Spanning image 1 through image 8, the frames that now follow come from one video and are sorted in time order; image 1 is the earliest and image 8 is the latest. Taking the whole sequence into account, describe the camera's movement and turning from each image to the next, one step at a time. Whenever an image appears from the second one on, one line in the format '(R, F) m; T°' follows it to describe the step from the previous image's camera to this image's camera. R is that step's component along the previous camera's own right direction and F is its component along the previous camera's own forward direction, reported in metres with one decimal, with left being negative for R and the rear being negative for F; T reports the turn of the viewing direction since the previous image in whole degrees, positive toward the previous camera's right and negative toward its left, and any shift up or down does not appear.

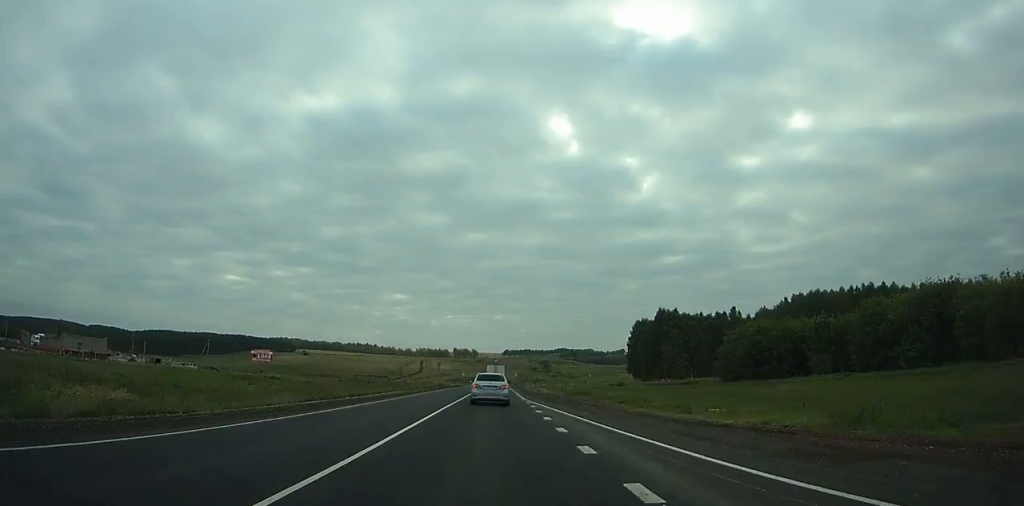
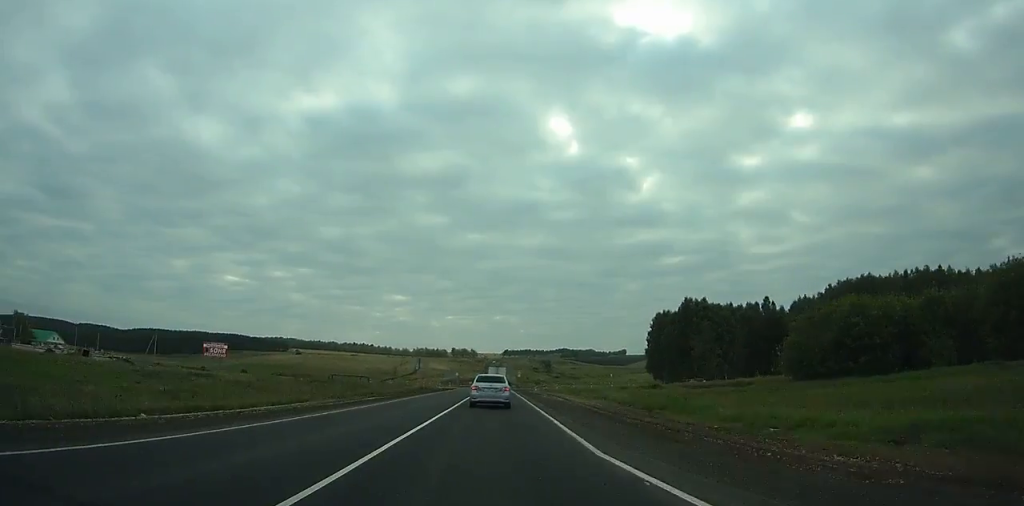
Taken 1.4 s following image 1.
(-0.1, +25.3) m; 0°
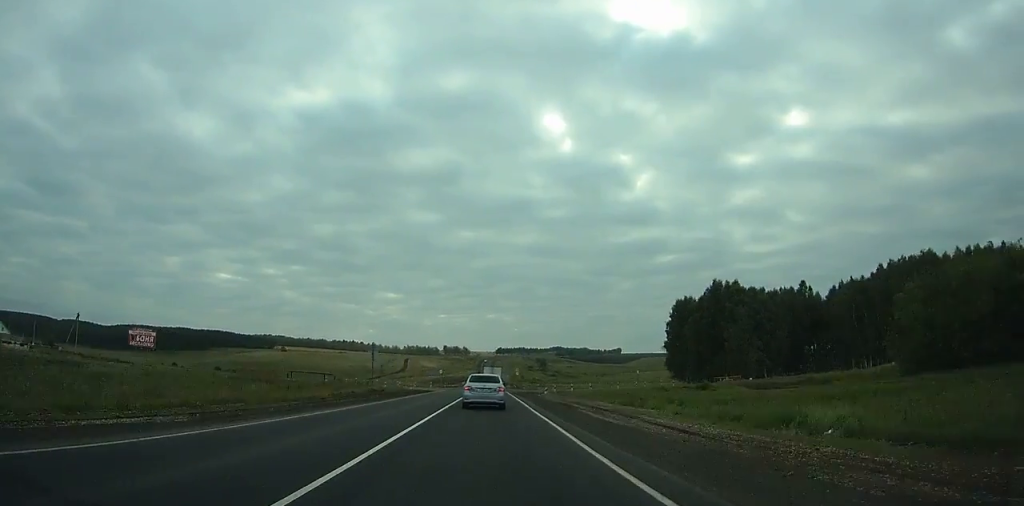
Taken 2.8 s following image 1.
(-0.1, +25.2) m; 0°
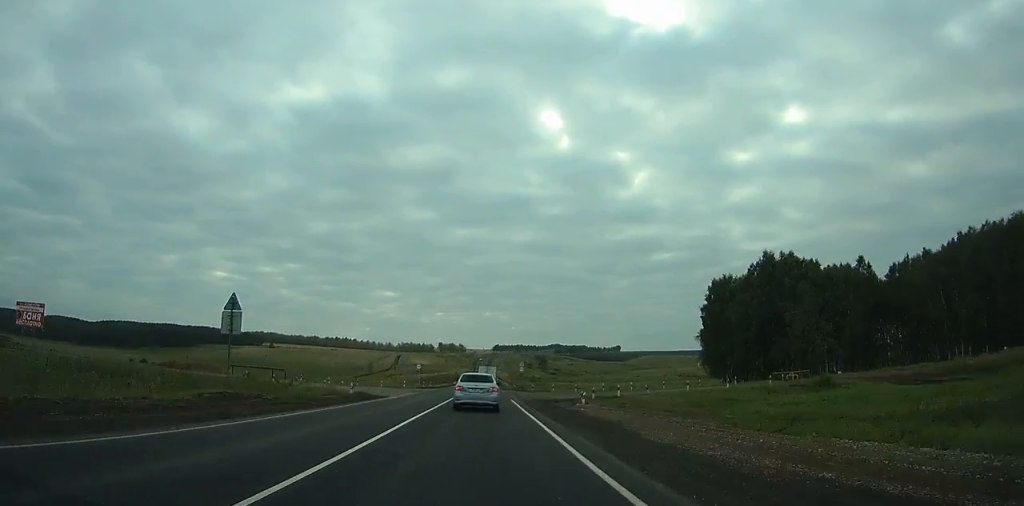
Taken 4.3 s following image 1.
(+0.1, +26.3) m; 0°
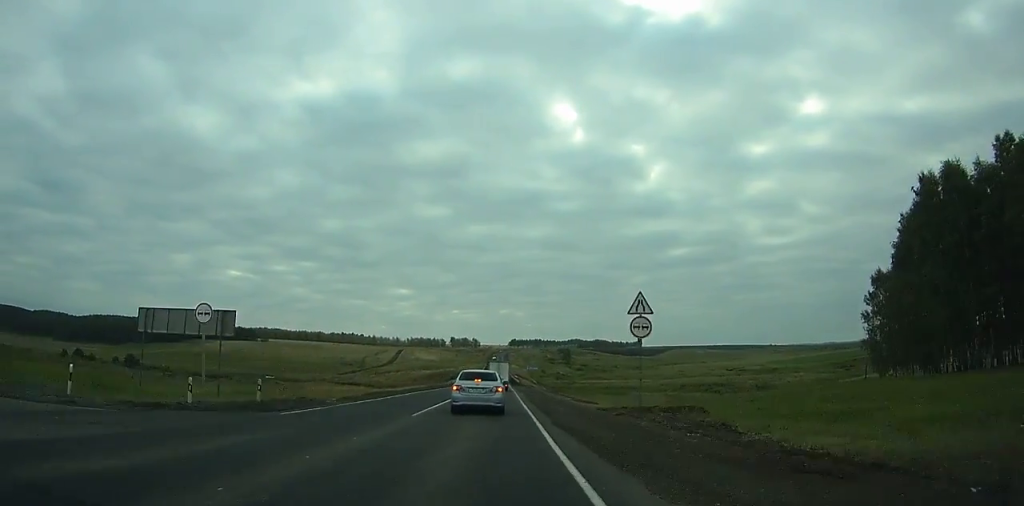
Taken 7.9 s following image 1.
(+0.2, +60.7) m; 0°
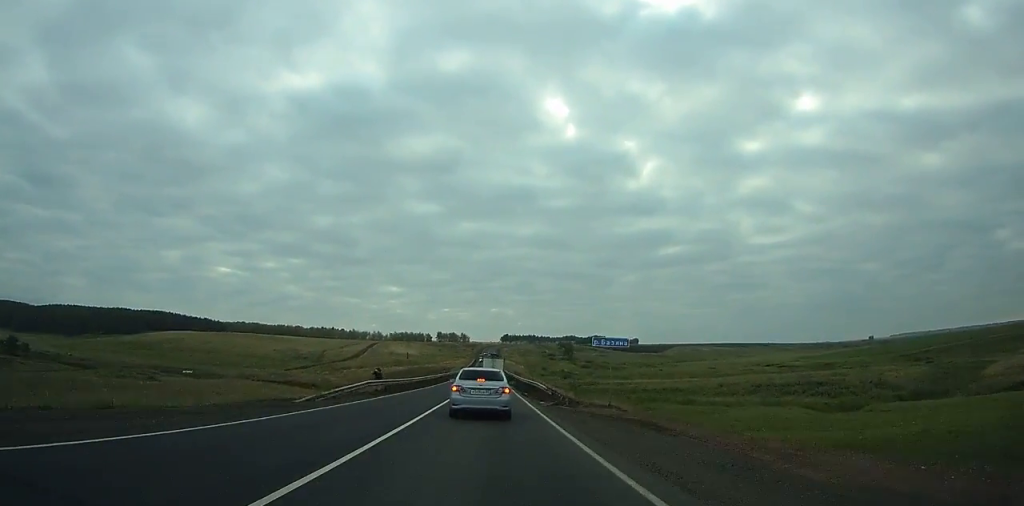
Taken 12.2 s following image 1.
(-0.5, +62.1) m; 0°
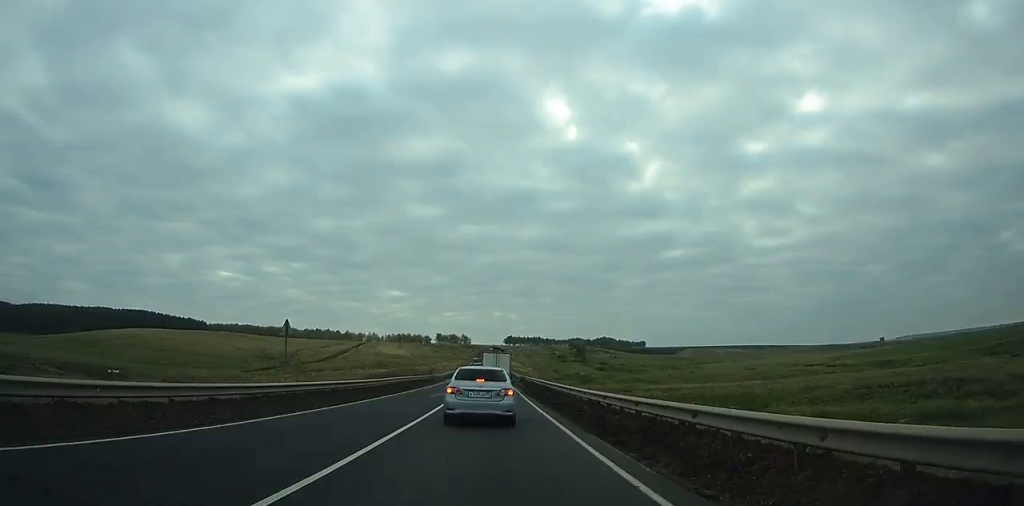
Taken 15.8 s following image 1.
(+0.1, +39.5) m; 0°
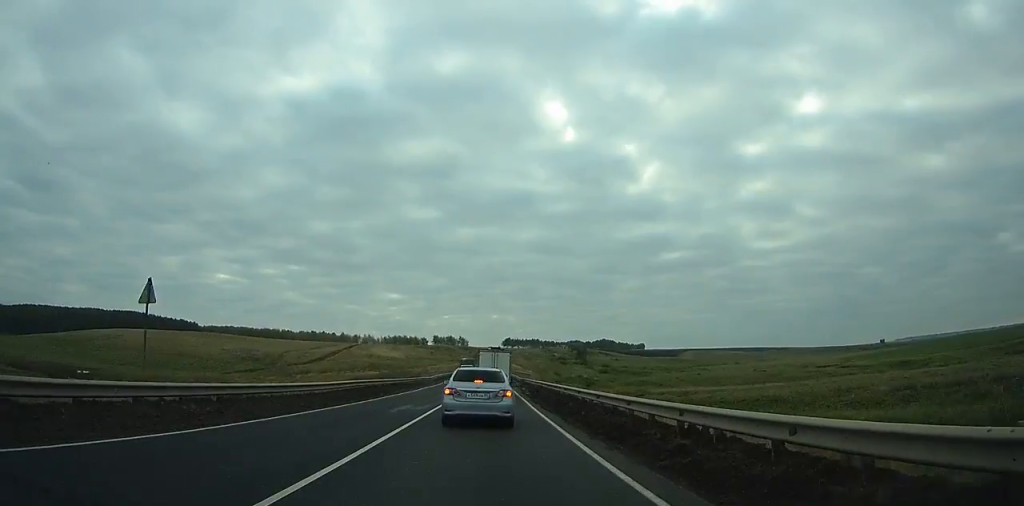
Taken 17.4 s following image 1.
(-0.1, +14.4) m; 0°
